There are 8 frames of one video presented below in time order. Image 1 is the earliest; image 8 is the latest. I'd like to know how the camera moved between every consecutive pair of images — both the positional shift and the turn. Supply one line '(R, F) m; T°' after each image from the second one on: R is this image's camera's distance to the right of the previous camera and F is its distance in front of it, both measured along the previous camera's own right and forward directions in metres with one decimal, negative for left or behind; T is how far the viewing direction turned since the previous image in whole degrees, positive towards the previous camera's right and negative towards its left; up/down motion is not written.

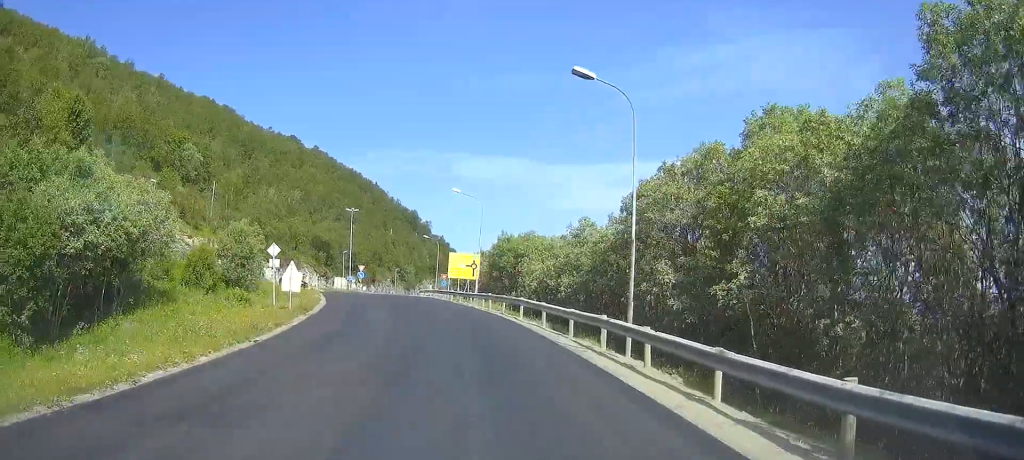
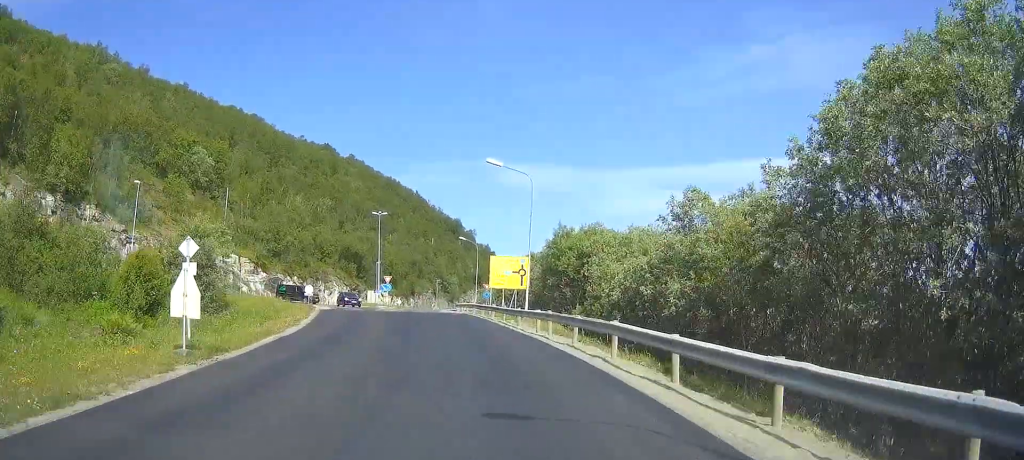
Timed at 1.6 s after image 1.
(-0.1, +13.4) m; 0°
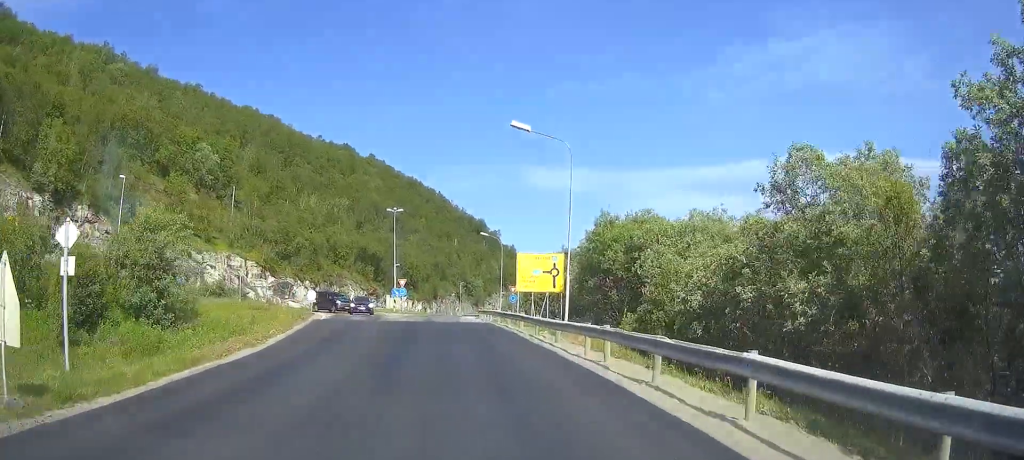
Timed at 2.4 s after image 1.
(0.0, +7.5) m; 0°
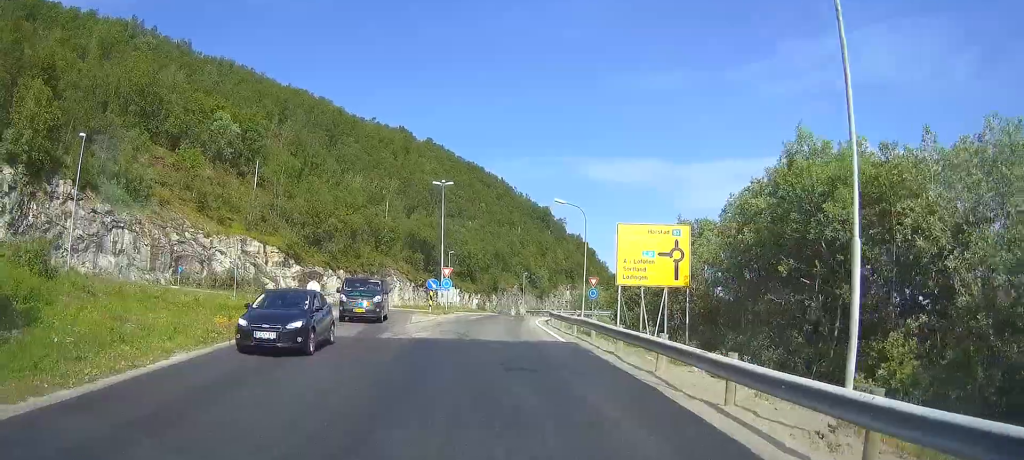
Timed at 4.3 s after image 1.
(-0.5, +16.3) m; -8°
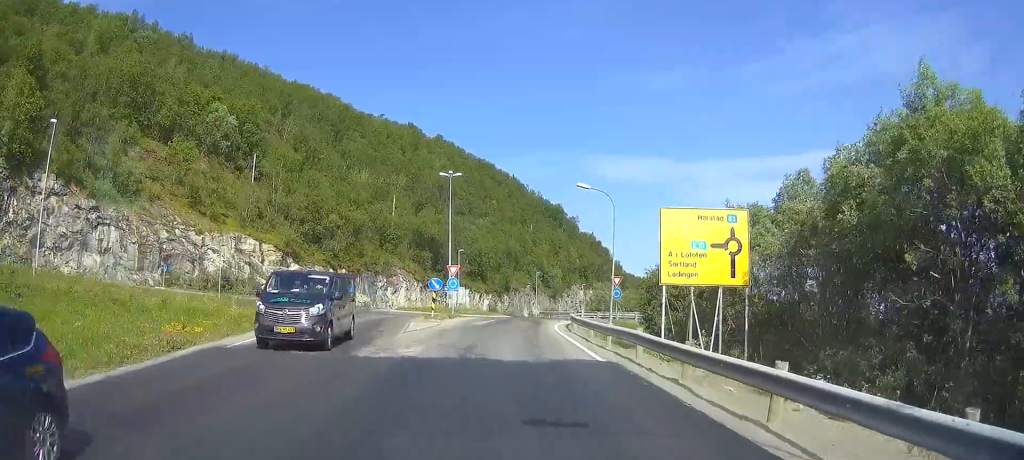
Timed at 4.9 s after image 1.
(-0.4, +5.5) m; -2°
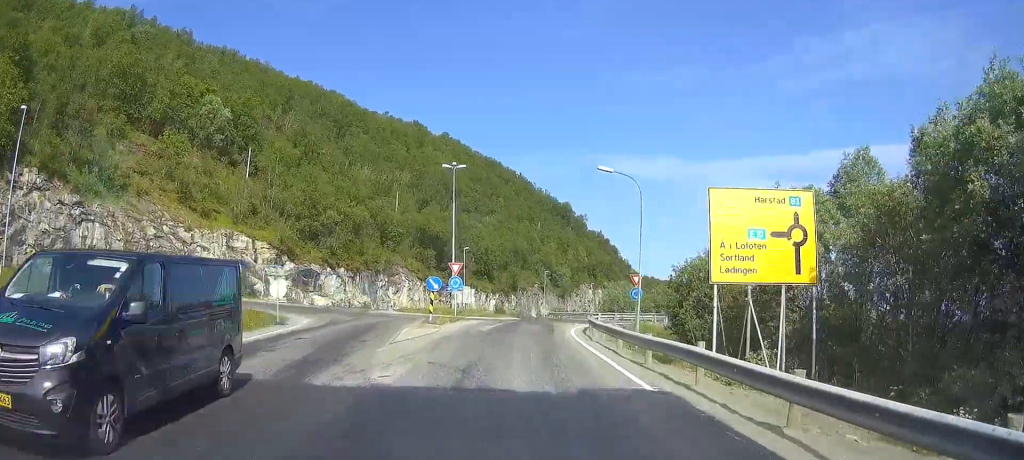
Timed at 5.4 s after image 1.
(-0.1, +4.7) m; -1°
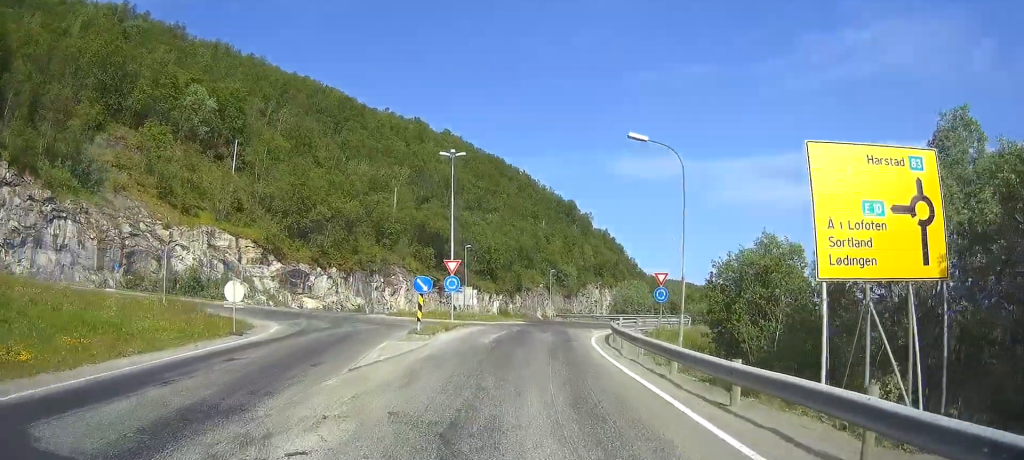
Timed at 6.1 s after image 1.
(0.0, +6.2) m; -1°
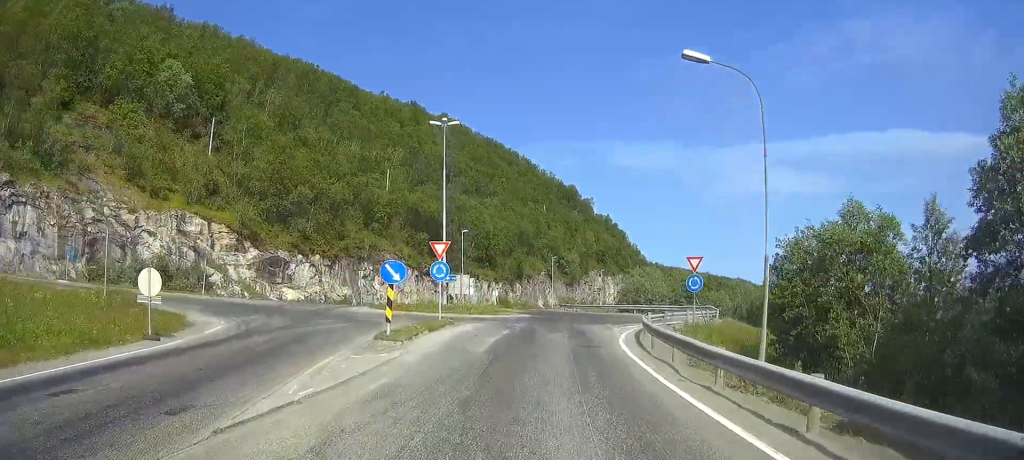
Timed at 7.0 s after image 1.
(-0.1, +7.2) m; -1°
